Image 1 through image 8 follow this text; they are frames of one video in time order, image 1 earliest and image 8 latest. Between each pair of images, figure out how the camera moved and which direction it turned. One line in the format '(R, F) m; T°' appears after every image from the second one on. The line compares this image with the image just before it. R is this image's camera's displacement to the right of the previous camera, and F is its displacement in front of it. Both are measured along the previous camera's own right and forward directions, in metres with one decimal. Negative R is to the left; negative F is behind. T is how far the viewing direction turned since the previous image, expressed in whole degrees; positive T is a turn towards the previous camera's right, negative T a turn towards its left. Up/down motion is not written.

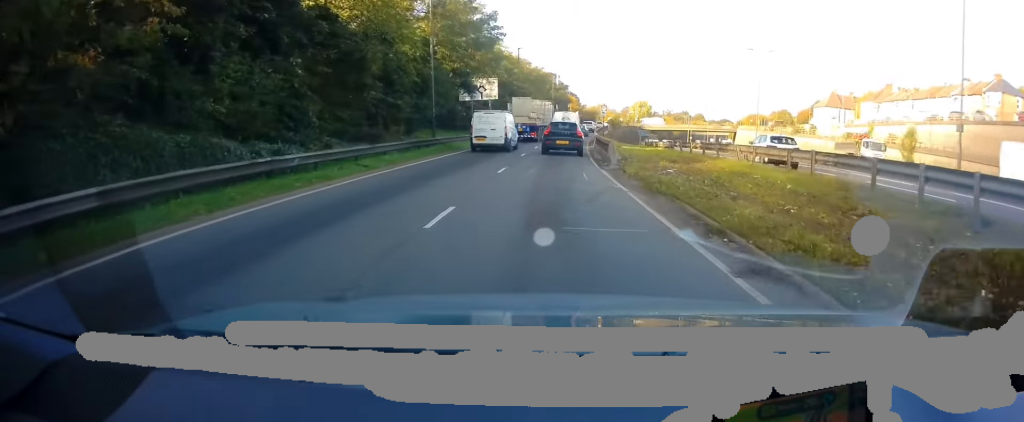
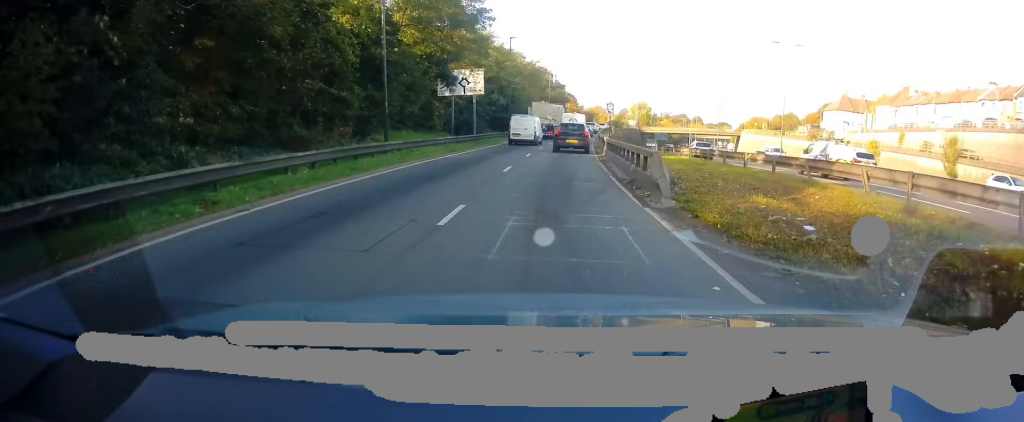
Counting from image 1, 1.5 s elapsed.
(0.0, +8.0) m; 0°
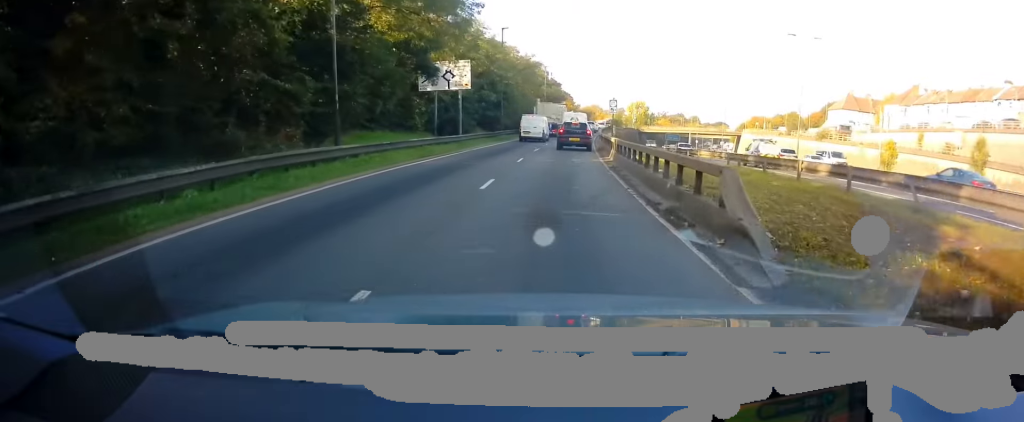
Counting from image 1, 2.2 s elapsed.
(0.0, +4.8) m; 0°
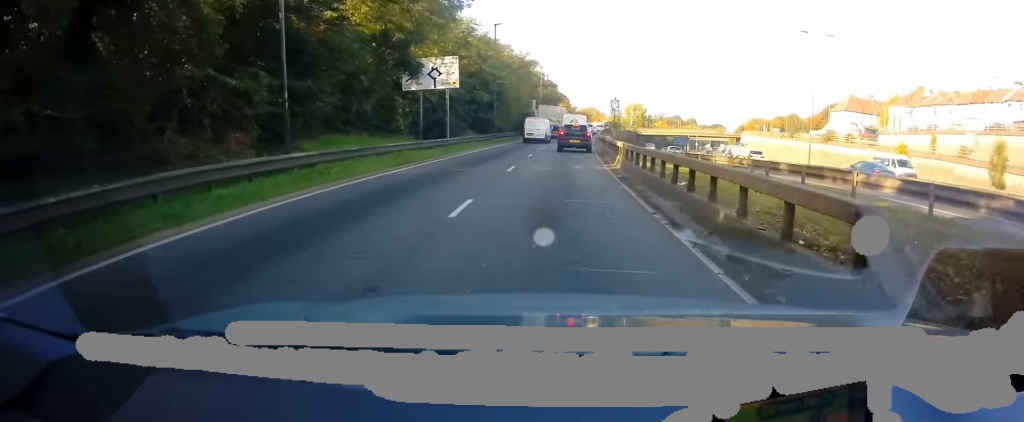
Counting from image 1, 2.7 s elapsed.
(0.0, +3.2) m; 0°
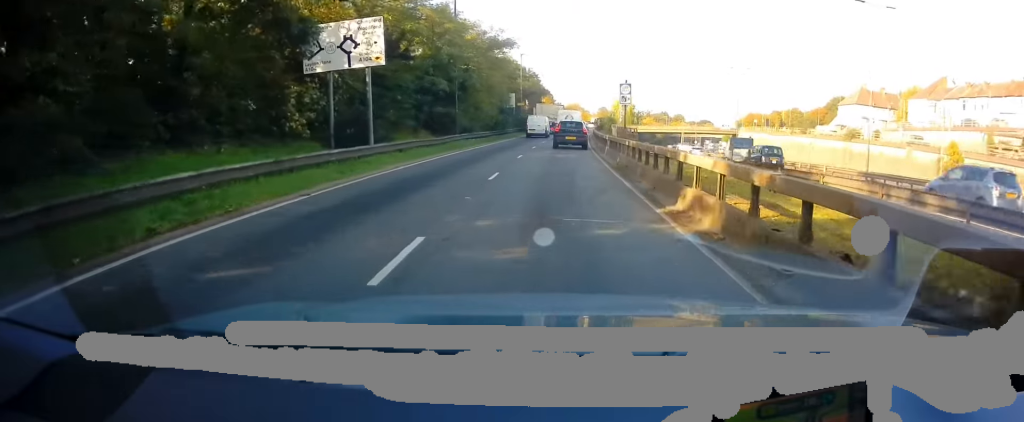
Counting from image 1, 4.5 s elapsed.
(0.0, +12.0) m; 0°
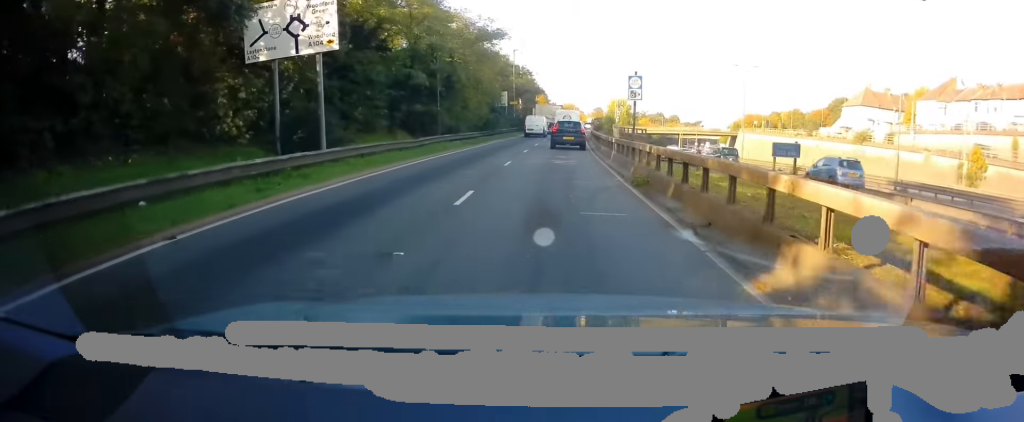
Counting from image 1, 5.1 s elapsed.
(0.0, +4.4) m; +3°
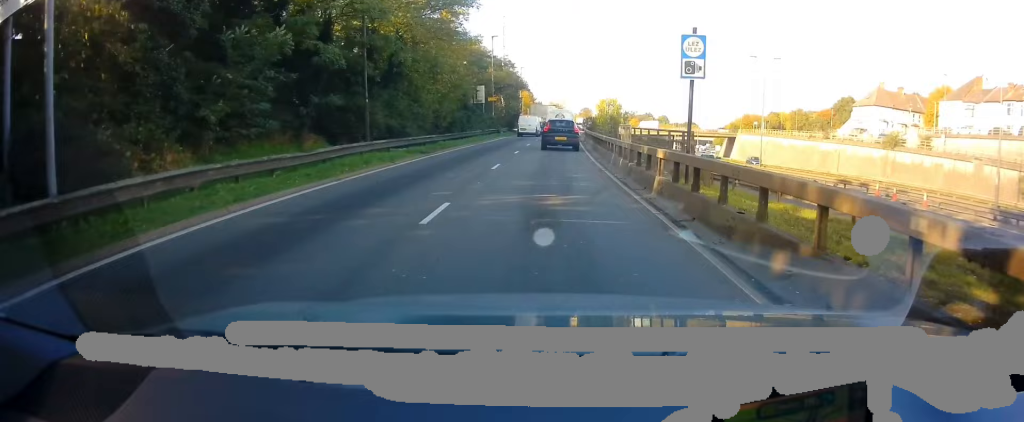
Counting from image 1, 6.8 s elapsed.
(+0.6, +11.1) m; +2°
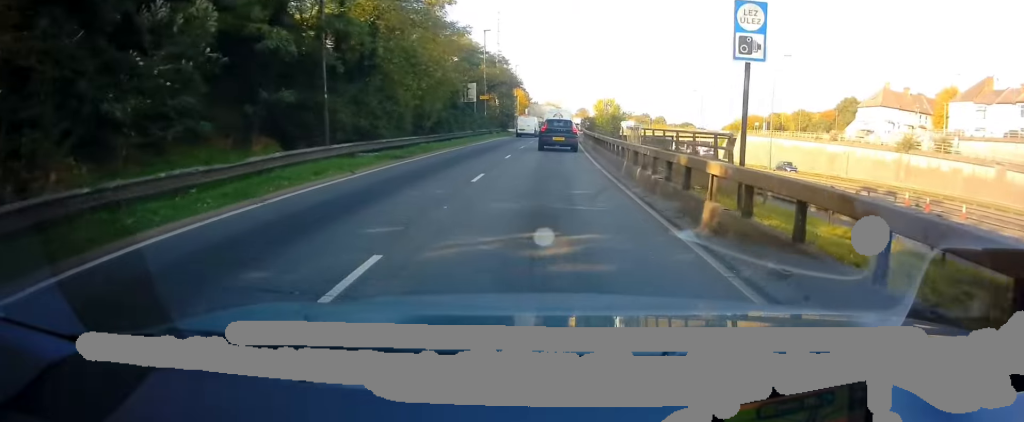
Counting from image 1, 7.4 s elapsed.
(-0.3, +3.9) m; 0°
